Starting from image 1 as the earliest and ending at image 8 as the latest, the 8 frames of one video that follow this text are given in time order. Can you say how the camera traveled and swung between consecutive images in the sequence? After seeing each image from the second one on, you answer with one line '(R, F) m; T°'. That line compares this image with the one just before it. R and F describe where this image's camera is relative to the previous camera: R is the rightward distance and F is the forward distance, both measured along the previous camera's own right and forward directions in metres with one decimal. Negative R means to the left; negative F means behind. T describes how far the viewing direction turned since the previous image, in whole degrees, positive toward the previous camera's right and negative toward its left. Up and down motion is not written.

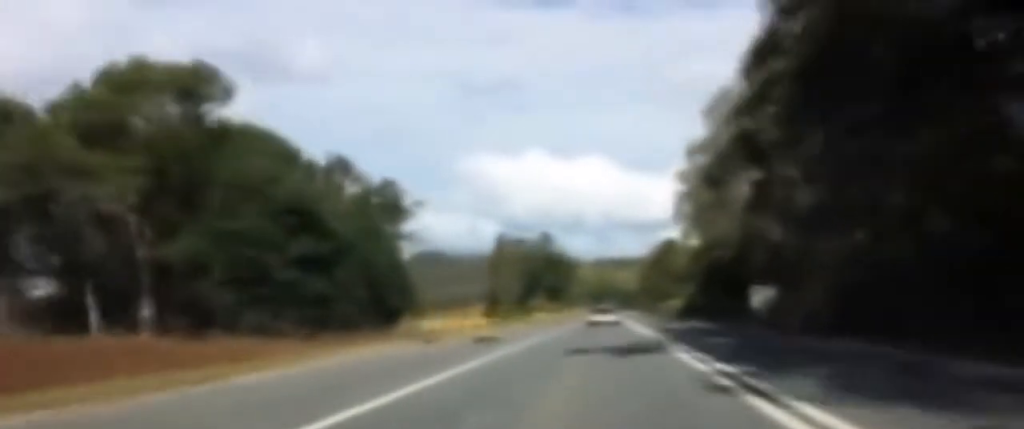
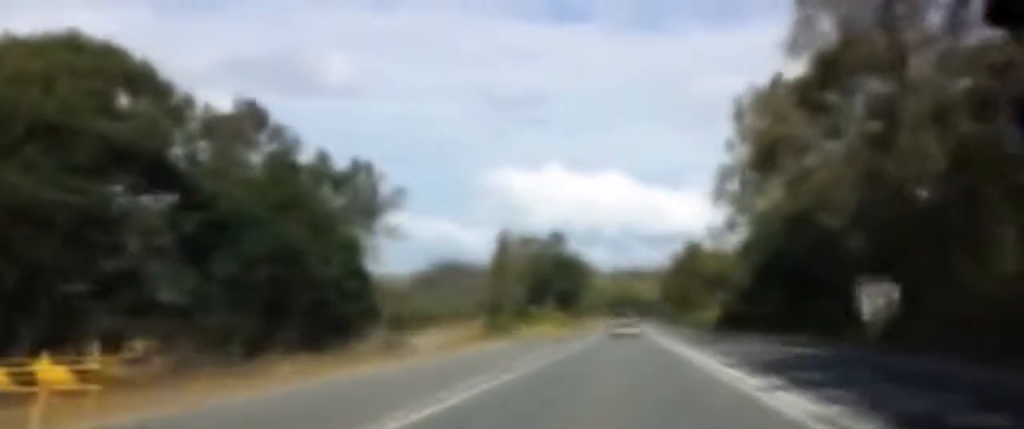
(-0.3, +25.2) m; 0°
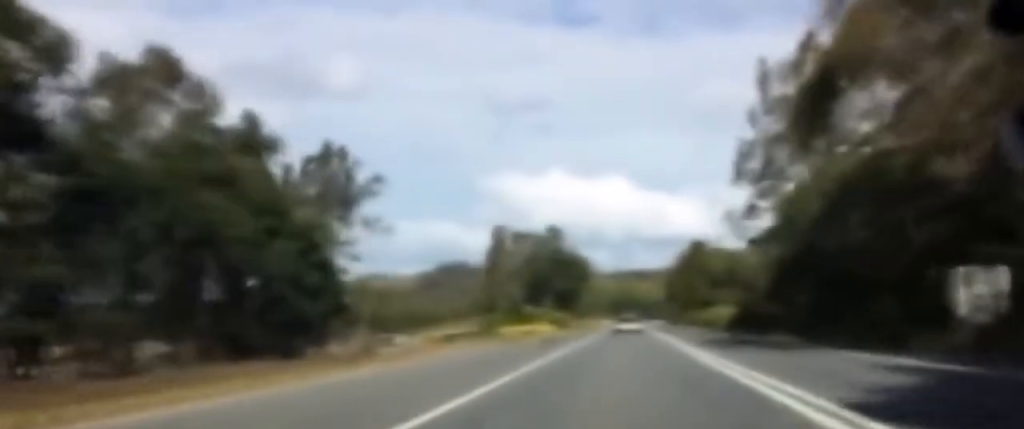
(0.0, +11.7) m; +1°
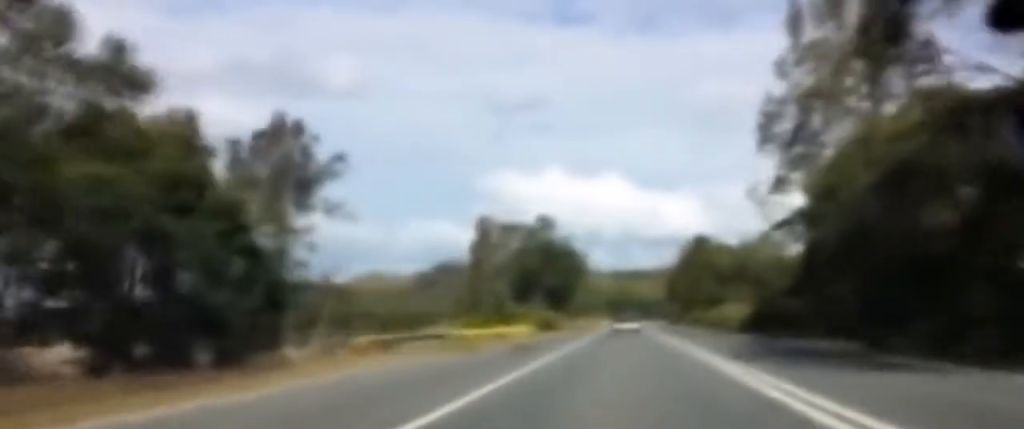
(+0.1, +11.1) m; +1°
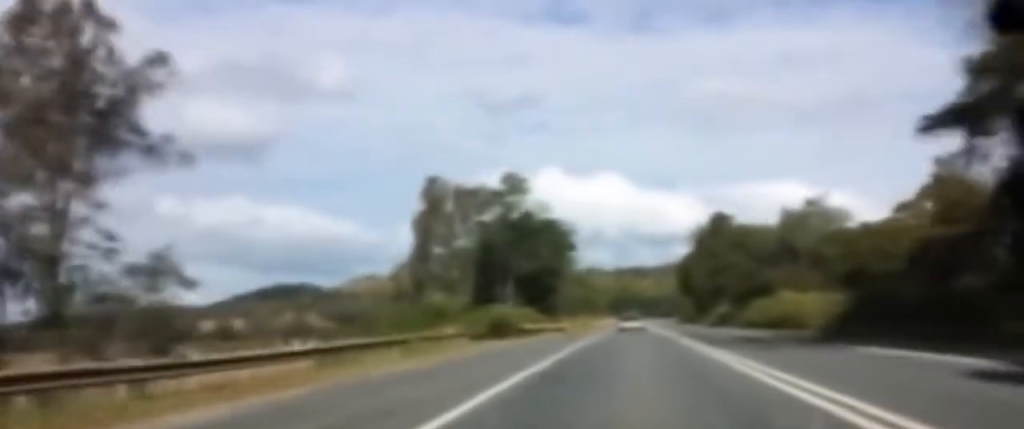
(+0.3, +29.5) m; +1°
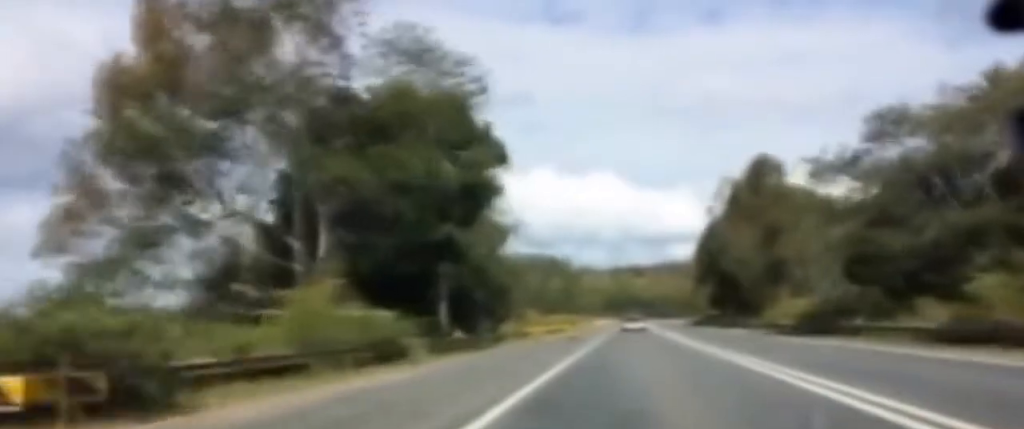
(+0.2, +45.2) m; 0°
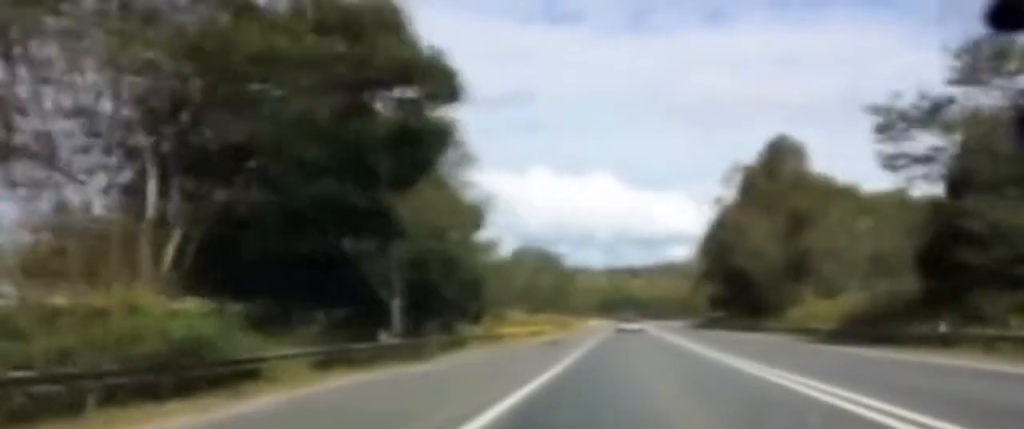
(0.0, +10.1) m; 0°
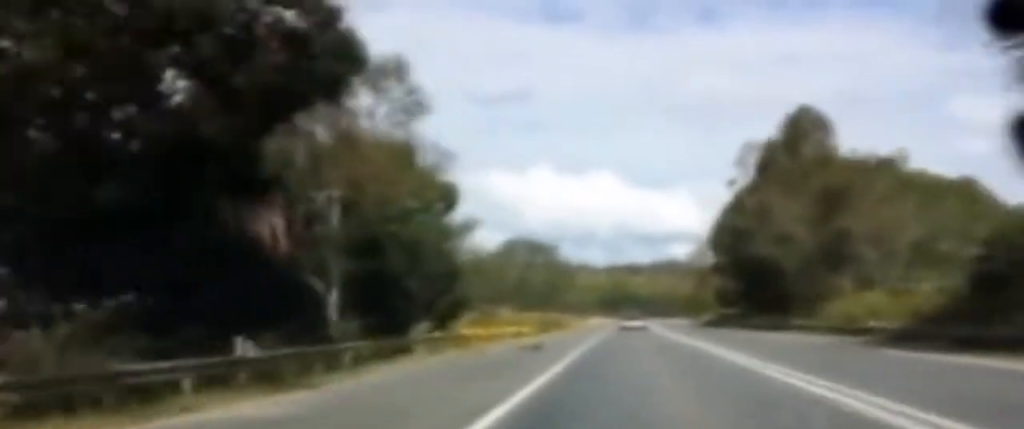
(-0.1, +9.3) m; 0°
